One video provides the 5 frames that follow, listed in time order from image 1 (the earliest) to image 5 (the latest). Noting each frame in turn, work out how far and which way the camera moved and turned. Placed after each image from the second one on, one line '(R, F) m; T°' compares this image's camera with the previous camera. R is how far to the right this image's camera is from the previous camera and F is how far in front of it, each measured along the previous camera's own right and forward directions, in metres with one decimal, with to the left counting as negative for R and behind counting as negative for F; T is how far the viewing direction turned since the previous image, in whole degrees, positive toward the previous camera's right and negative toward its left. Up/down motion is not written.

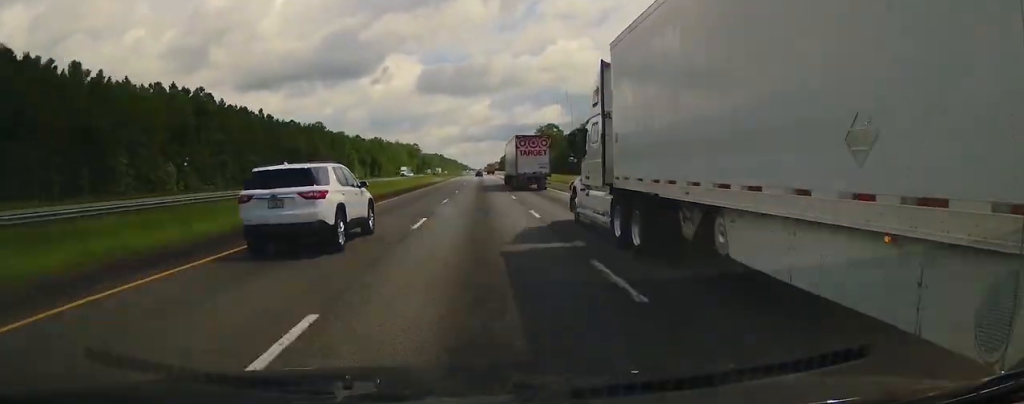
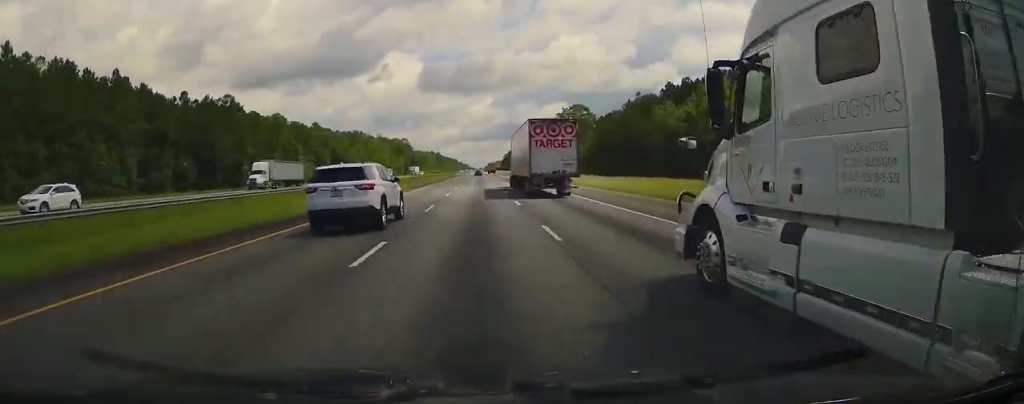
(+0.1, +86.1) m; -1°
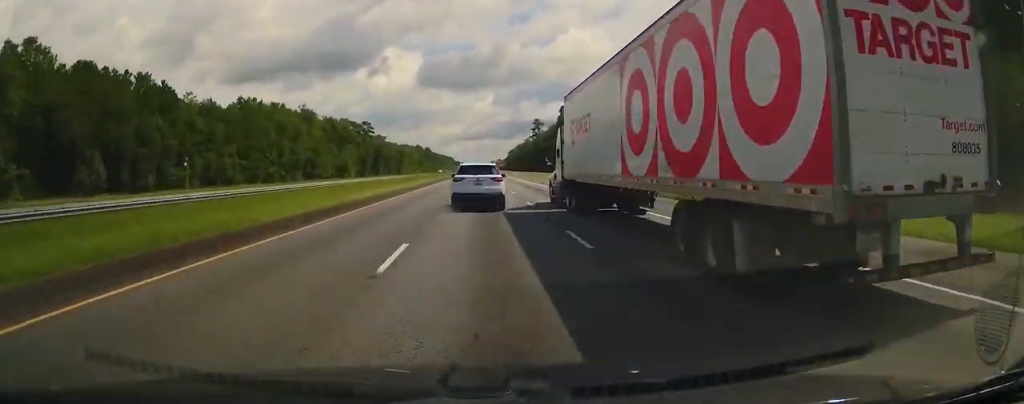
(-1.5, +146.4) m; 0°
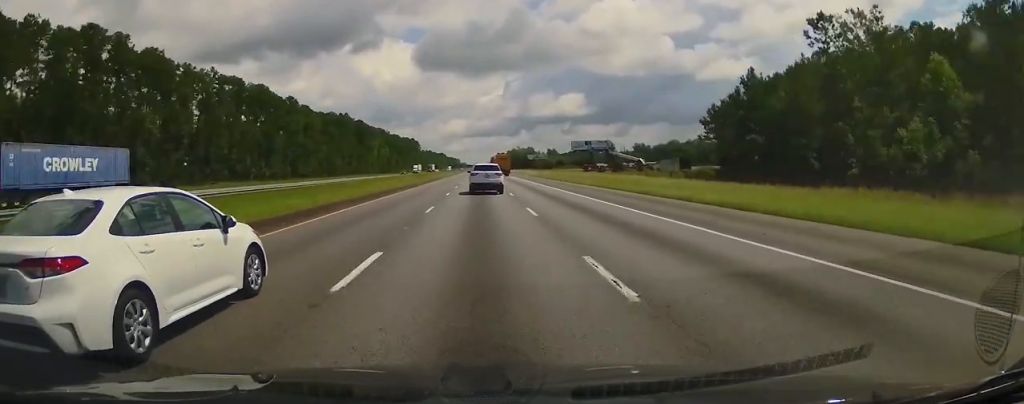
(+2.6, +785.6) m; 0°
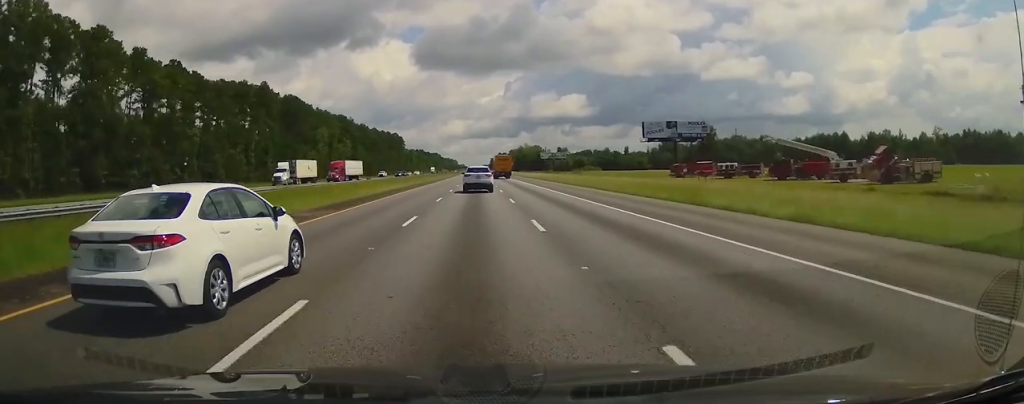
(0.0, +76.1) m; 0°
